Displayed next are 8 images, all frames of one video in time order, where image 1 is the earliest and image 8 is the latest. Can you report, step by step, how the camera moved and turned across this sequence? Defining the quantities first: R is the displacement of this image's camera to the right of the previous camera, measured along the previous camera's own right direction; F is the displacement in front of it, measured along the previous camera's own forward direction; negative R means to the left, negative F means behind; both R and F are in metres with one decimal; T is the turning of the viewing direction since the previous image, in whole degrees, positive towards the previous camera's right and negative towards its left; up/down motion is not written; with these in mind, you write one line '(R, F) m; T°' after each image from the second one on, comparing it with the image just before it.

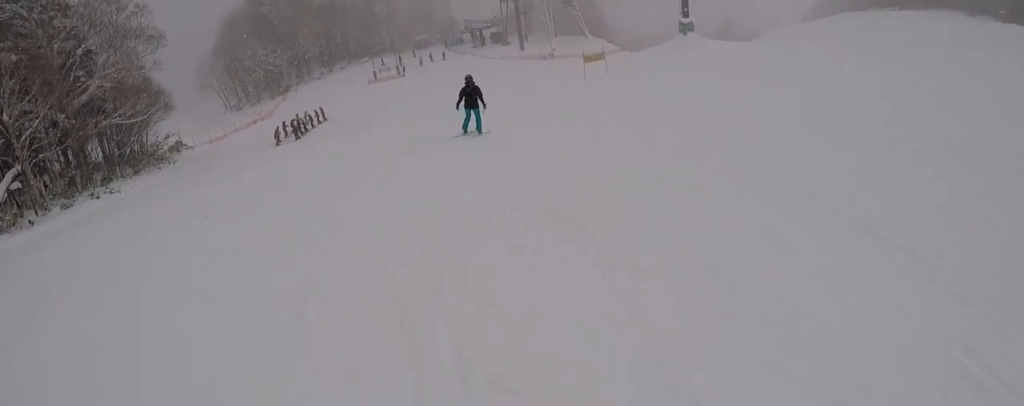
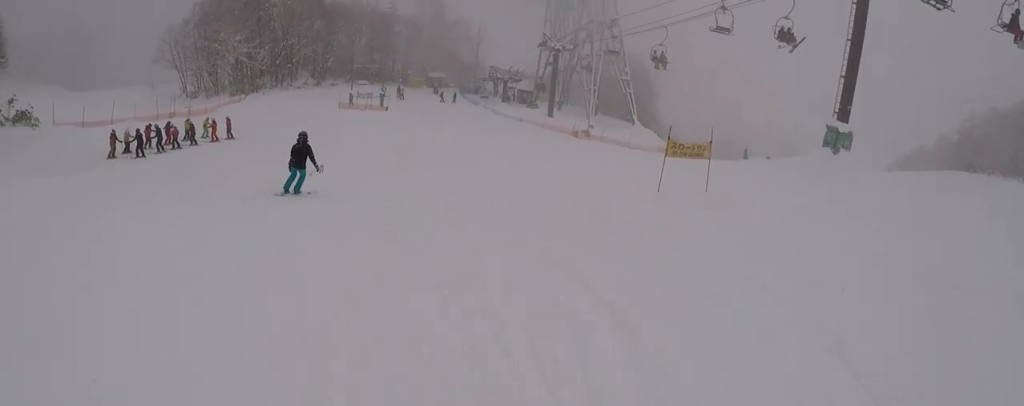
(+6.2, +20.9) m; +7°
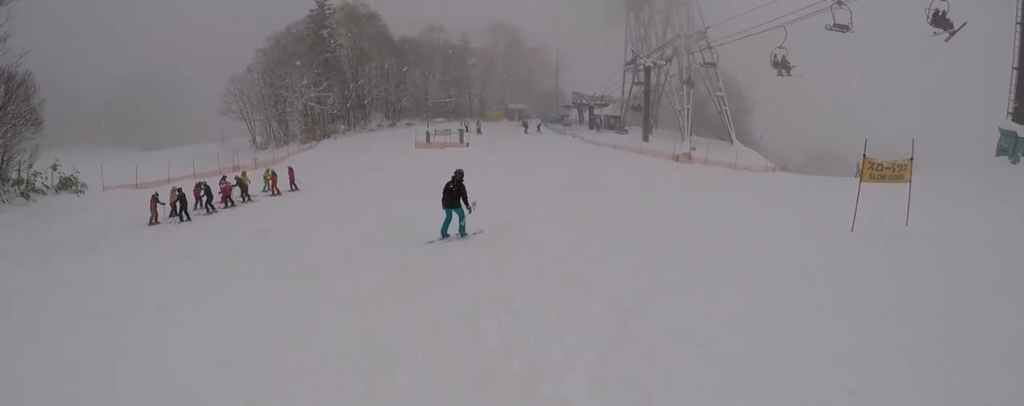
(-0.7, +5.1) m; -9°
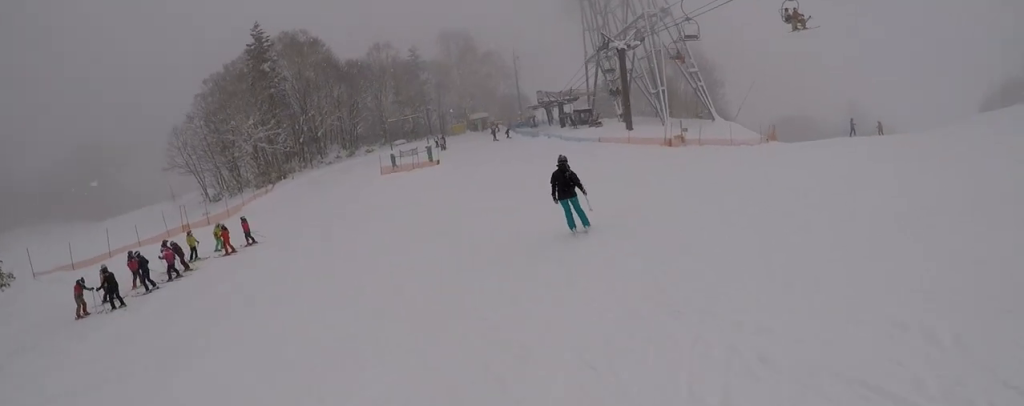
(-0.8, +5.2) m; +2°
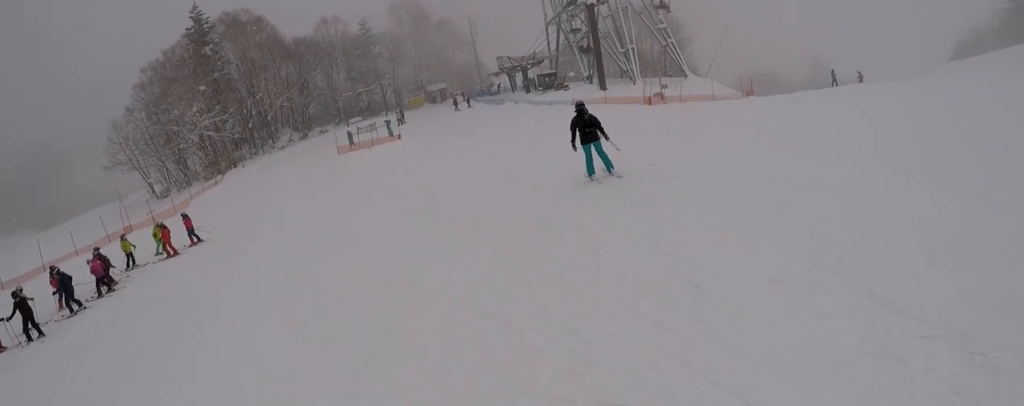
(+0.4, +3.4) m; +4°
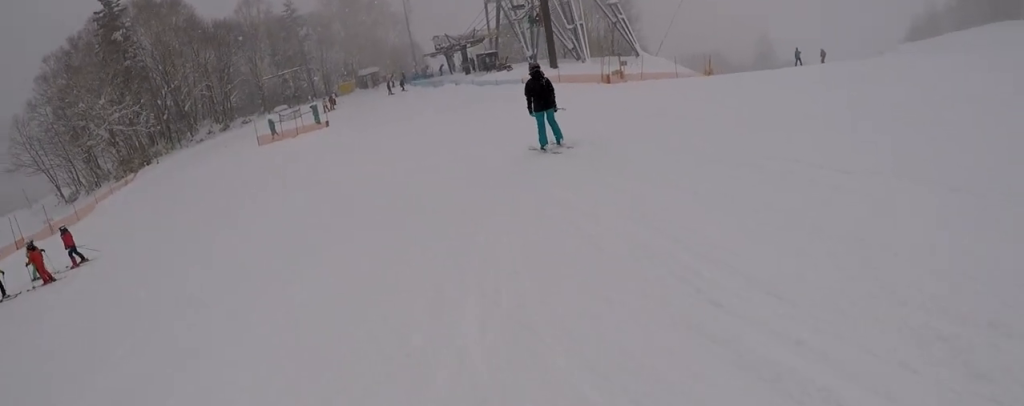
(+0.5, +4.4) m; +6°
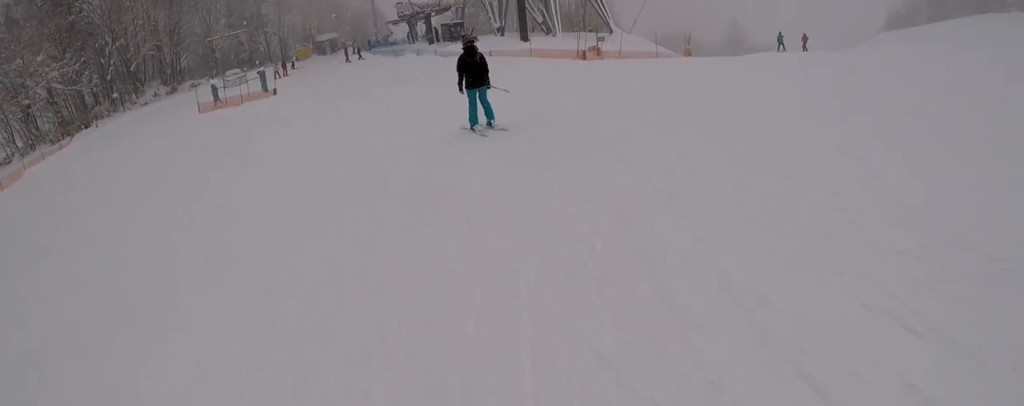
(0.0, +3.4) m; 0°
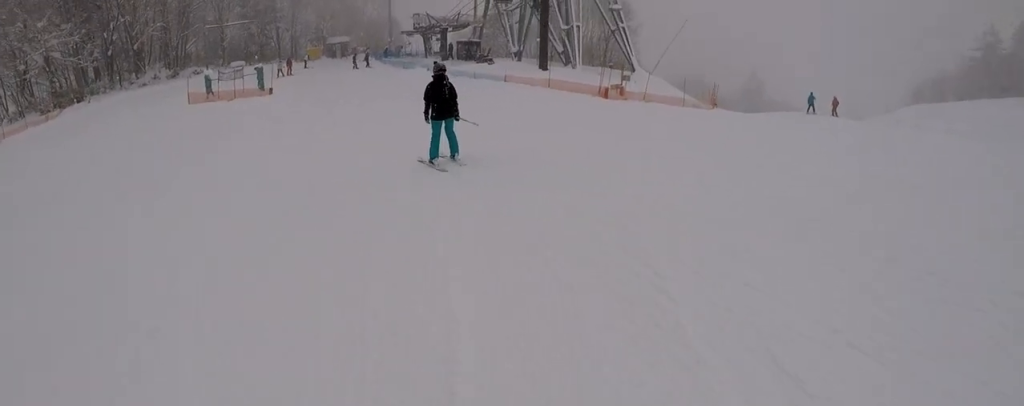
(0.0, +3.0) m; 0°
